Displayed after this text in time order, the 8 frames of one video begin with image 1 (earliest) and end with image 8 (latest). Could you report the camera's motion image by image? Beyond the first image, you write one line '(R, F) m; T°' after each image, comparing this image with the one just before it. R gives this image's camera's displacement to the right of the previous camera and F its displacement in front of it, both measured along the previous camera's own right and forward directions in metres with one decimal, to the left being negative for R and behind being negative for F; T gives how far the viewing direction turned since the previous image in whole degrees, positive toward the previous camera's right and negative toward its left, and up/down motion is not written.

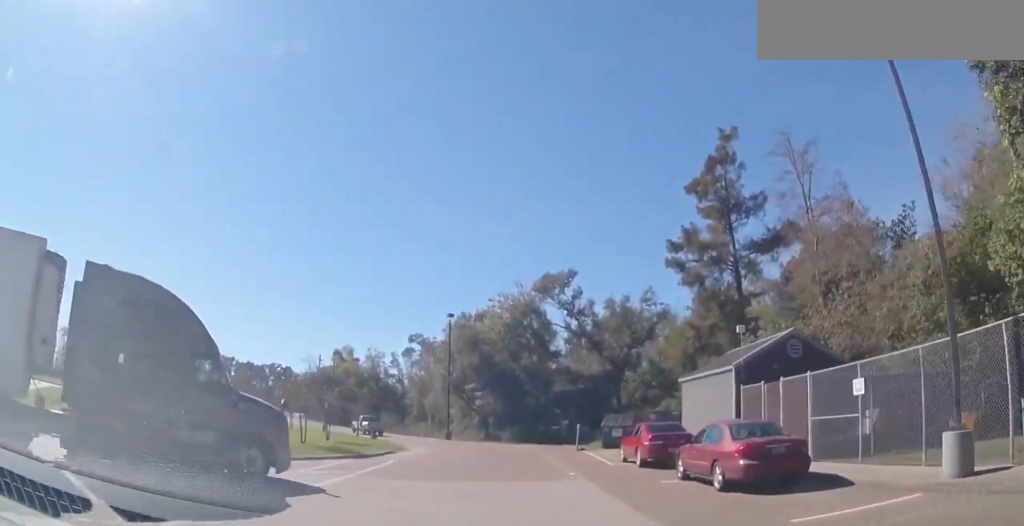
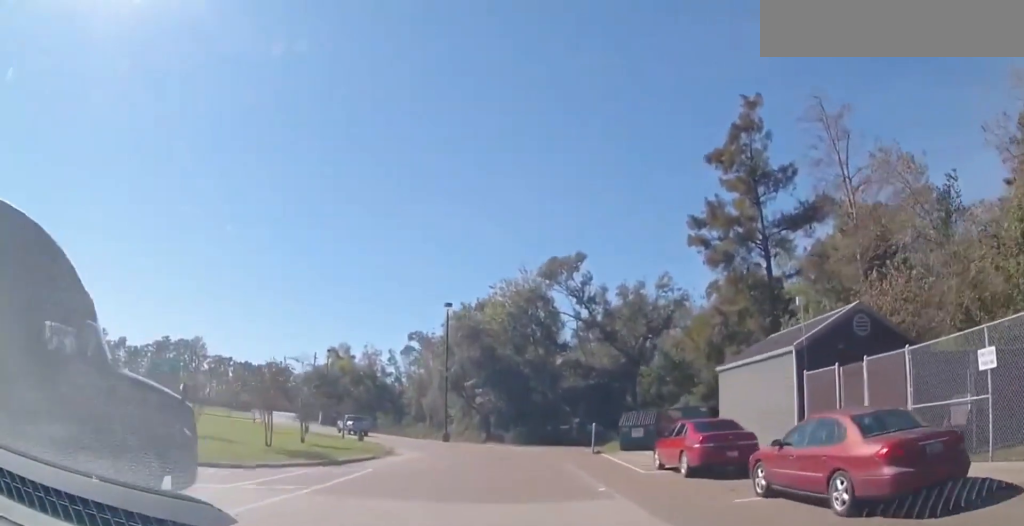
(0.0, +4.9) m; +1°
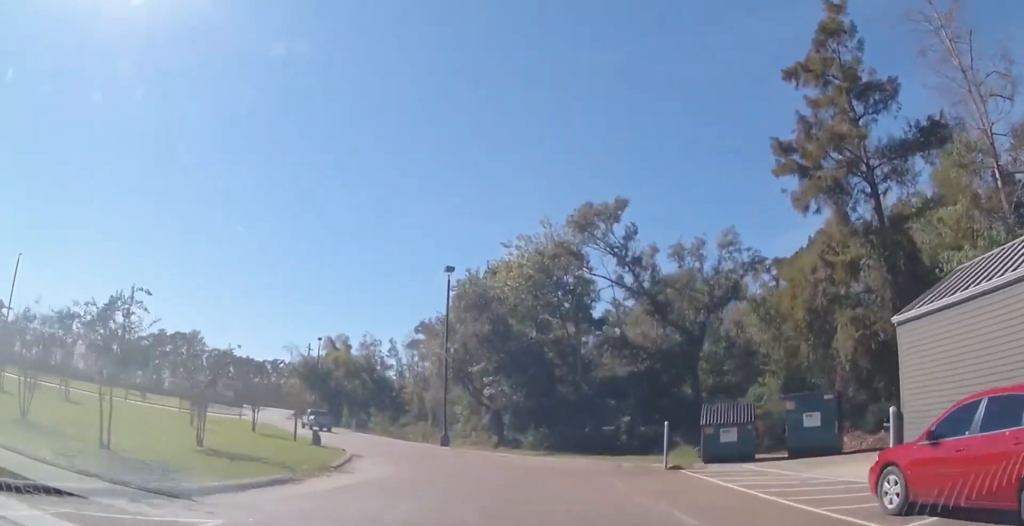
(+0.2, +11.1) m; +4°
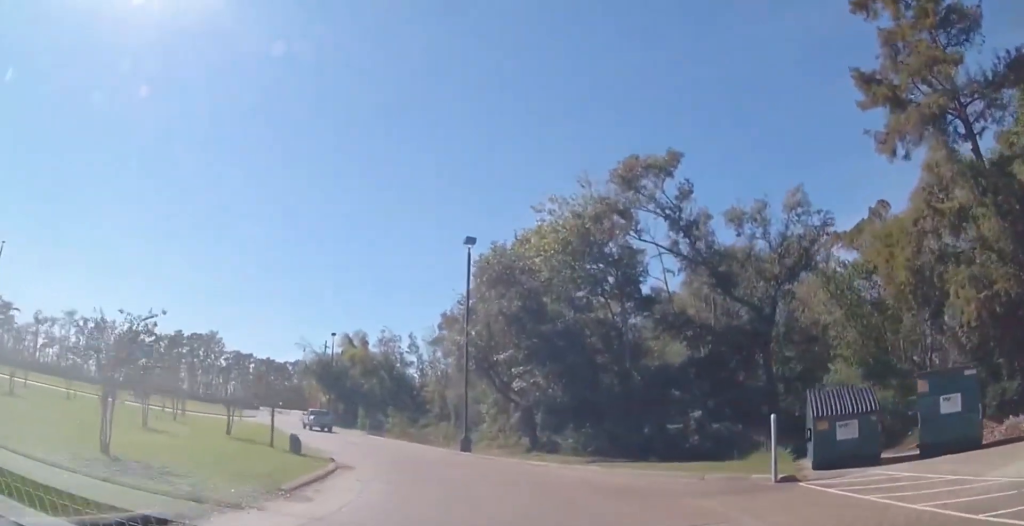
(+0.1, +5.2) m; -1°
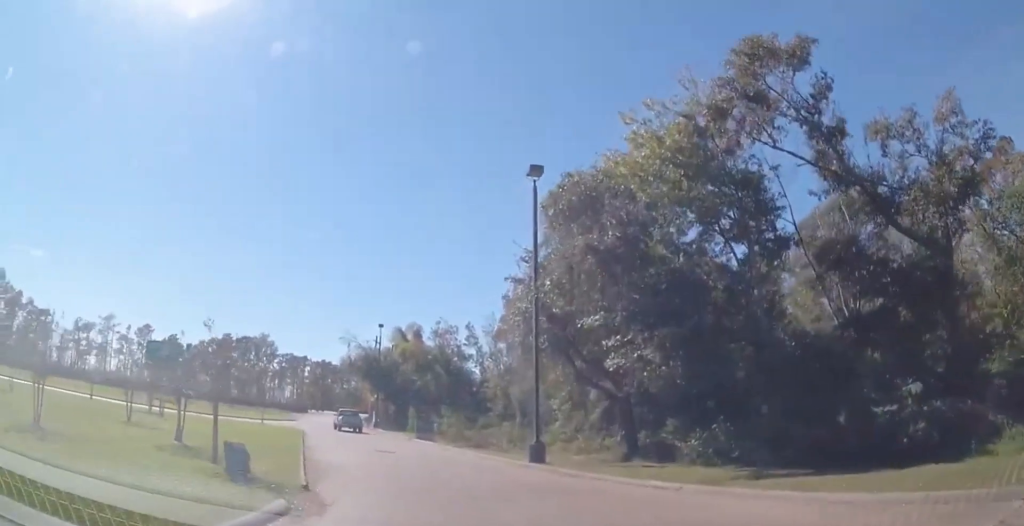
(-0.4, +7.5) m; -11°
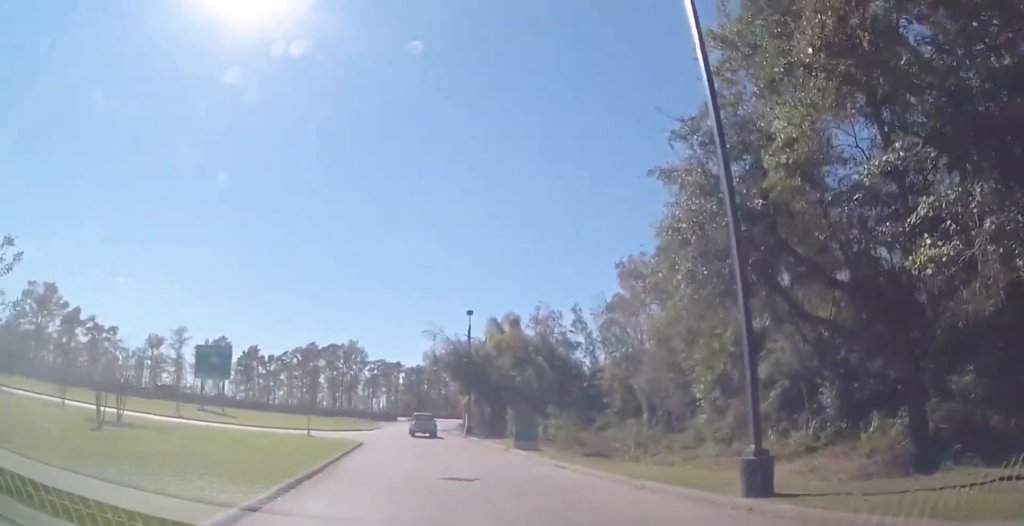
(-1.2, +9.6) m; -13°
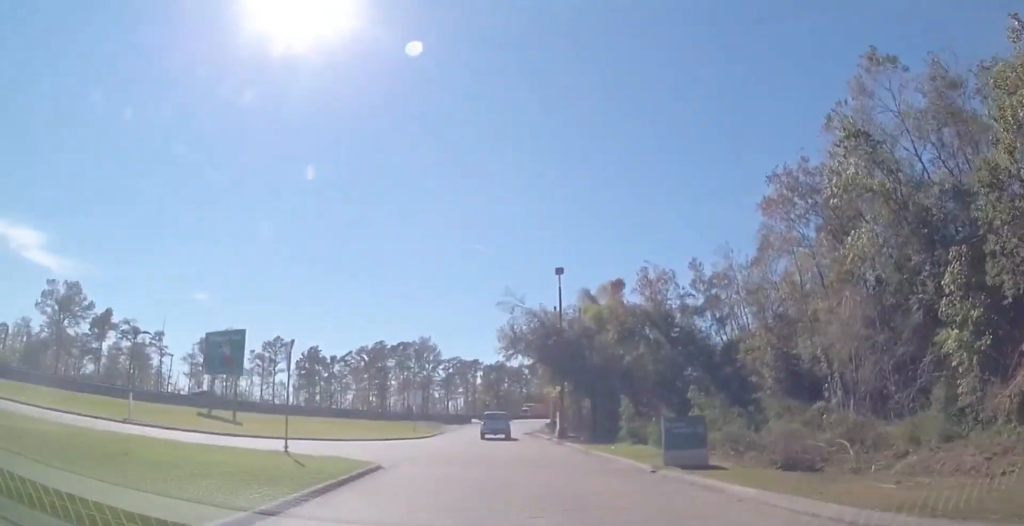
(-1.2, +13.8) m; -7°
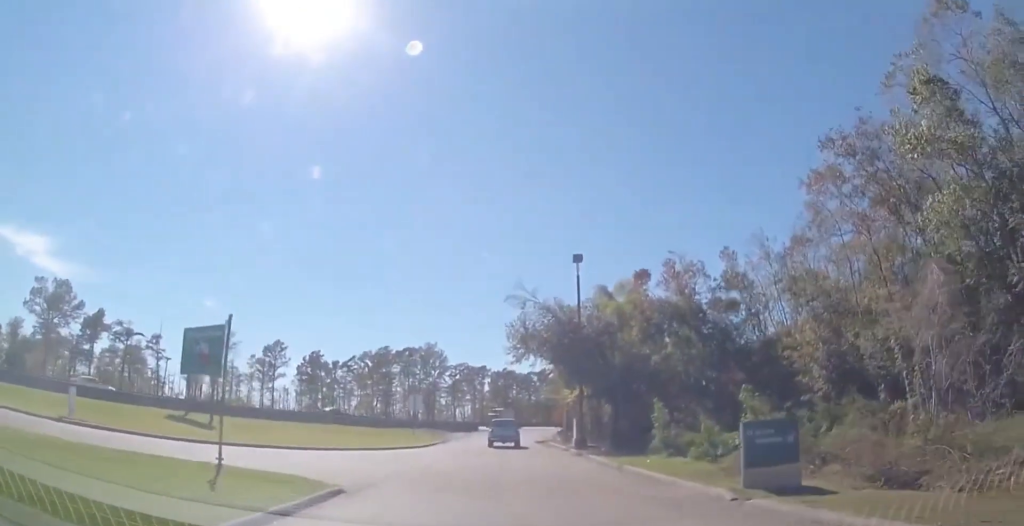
(-0.1, +4.6) m; -2°
